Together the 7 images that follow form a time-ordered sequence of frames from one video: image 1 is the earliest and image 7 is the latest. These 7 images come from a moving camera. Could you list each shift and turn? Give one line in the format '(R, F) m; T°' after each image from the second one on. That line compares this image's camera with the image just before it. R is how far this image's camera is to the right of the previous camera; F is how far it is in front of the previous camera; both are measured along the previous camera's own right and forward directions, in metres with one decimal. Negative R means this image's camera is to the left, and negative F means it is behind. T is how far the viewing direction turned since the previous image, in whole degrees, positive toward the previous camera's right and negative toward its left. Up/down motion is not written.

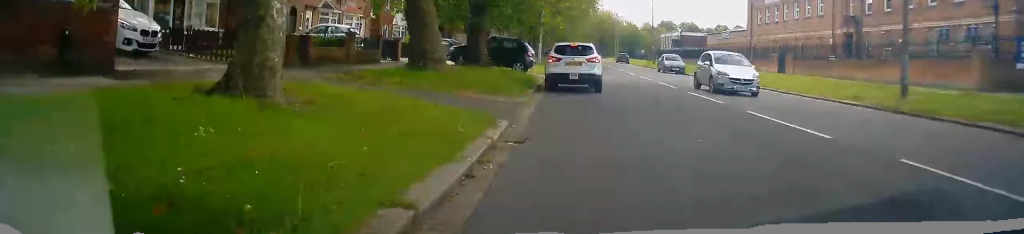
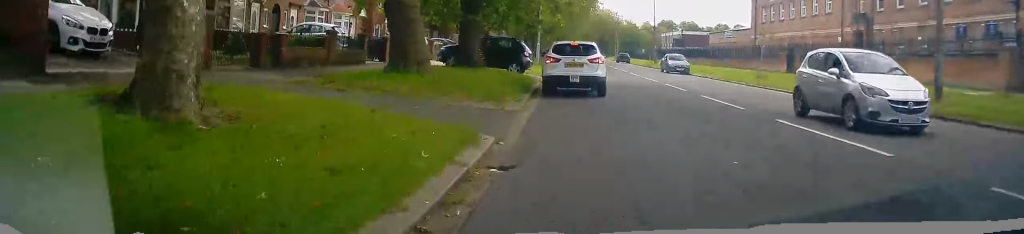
(-0.1, +1.7) m; -3°
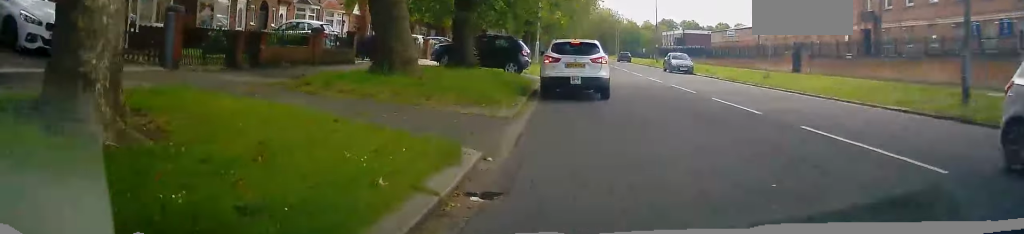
(0.0, +1.2) m; -1°
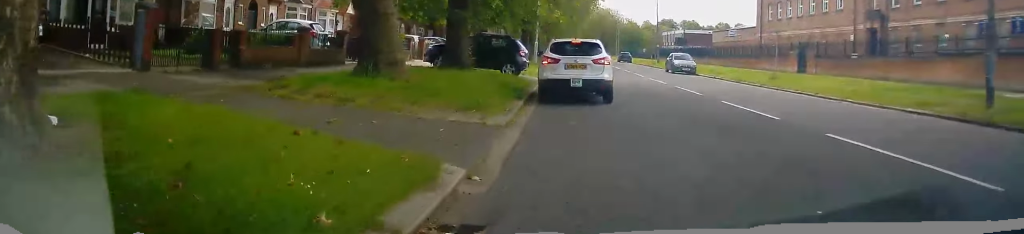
(0.0, +0.9) m; 0°
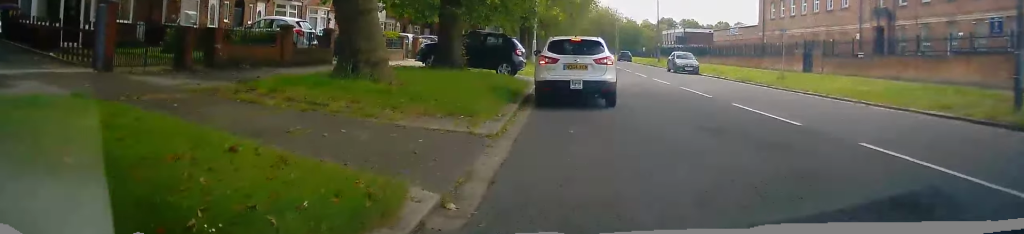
(+0.3, +1.0) m; 0°
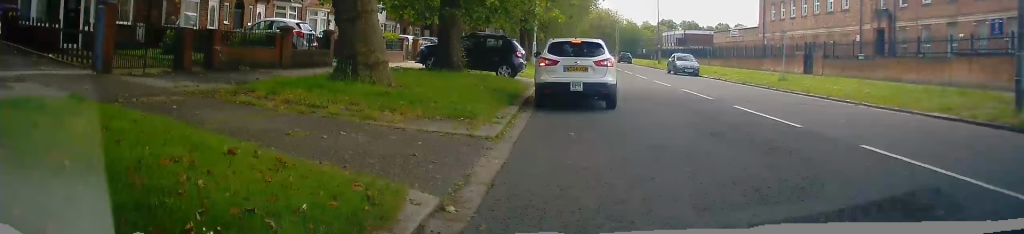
(+0.1, +0.1) m; 0°
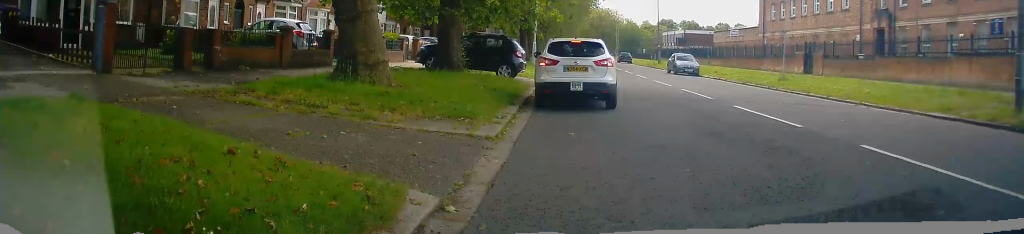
(0.0, 0.0) m; 0°
